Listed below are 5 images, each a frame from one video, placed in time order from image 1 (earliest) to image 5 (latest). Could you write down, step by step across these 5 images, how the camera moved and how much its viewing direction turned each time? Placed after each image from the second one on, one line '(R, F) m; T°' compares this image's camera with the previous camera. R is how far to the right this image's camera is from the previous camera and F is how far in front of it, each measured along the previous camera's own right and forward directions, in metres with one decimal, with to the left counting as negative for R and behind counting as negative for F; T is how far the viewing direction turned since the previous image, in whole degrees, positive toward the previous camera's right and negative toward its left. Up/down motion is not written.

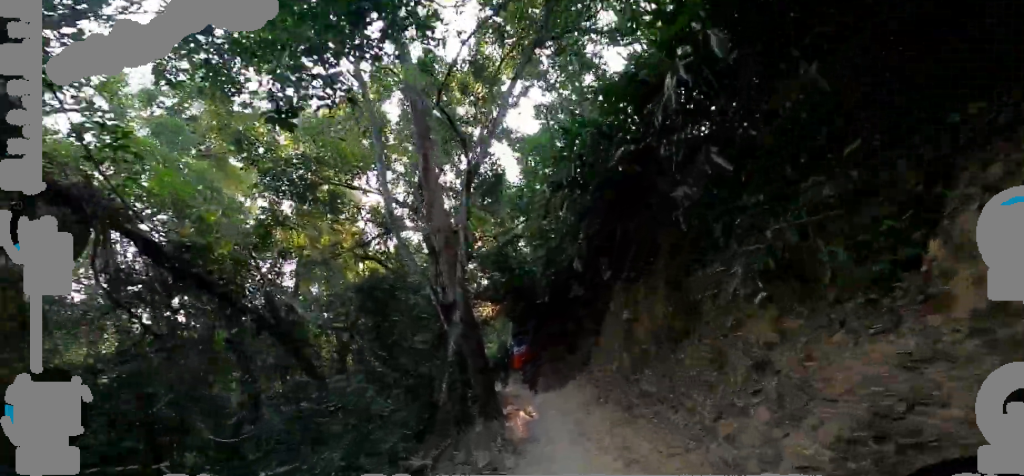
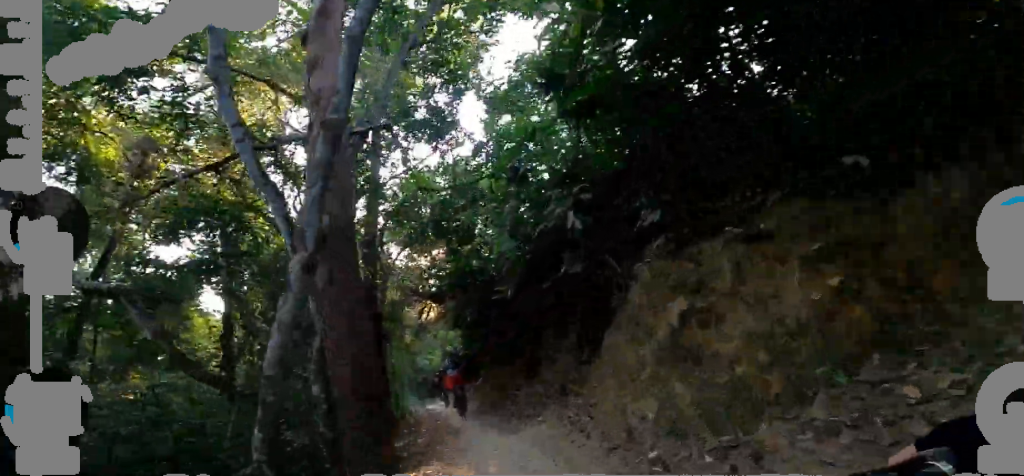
(0.0, +2.2) m; -2°
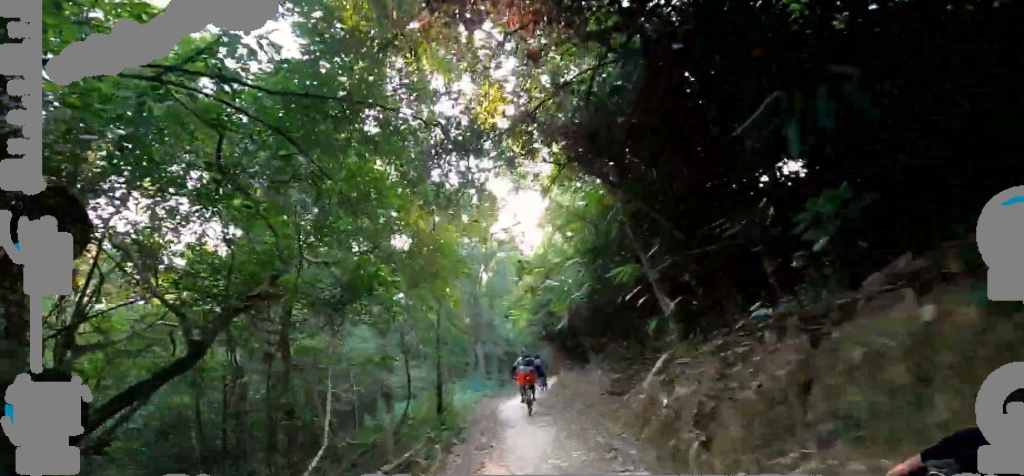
(-1.9, +6.6) m; -15°
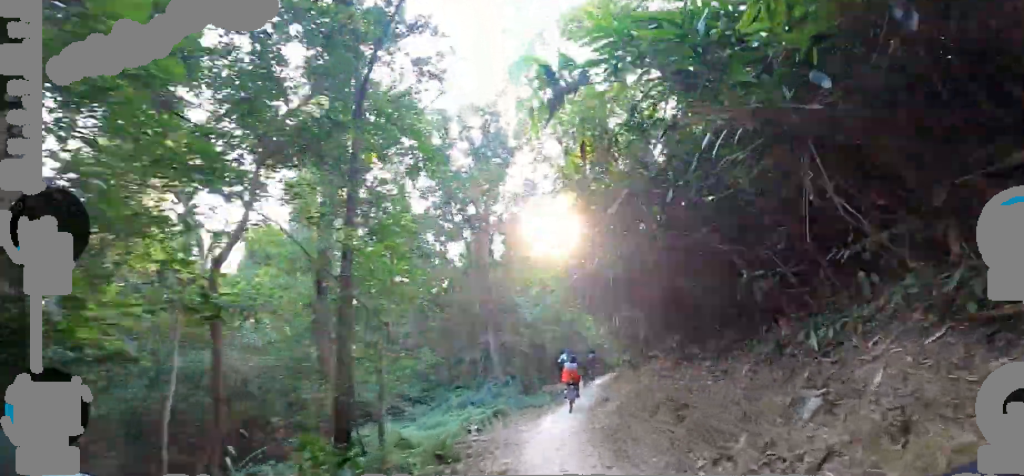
(+0.9, +4.4) m; -2°
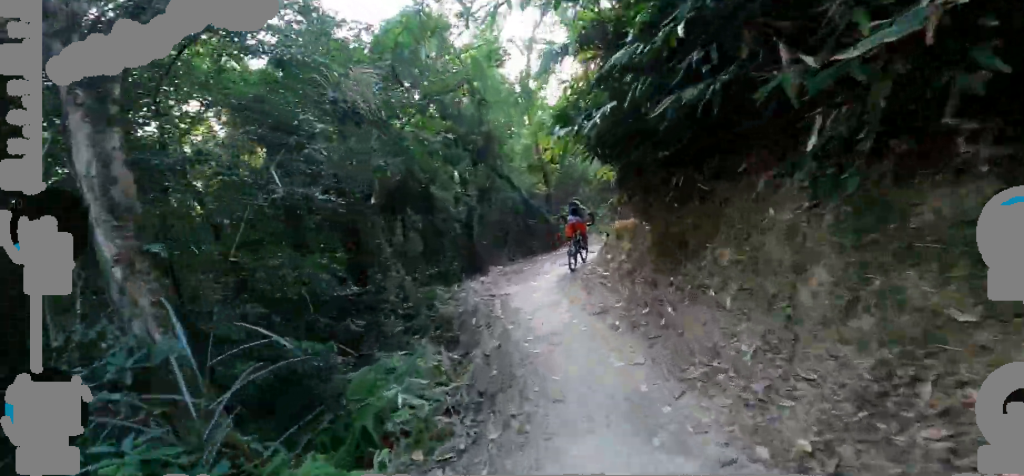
(-0.6, +9.2) m; +22°
